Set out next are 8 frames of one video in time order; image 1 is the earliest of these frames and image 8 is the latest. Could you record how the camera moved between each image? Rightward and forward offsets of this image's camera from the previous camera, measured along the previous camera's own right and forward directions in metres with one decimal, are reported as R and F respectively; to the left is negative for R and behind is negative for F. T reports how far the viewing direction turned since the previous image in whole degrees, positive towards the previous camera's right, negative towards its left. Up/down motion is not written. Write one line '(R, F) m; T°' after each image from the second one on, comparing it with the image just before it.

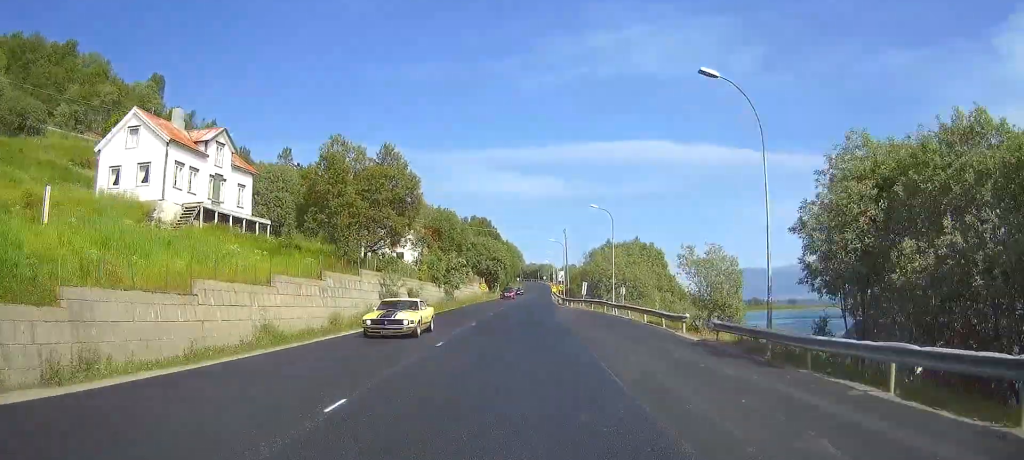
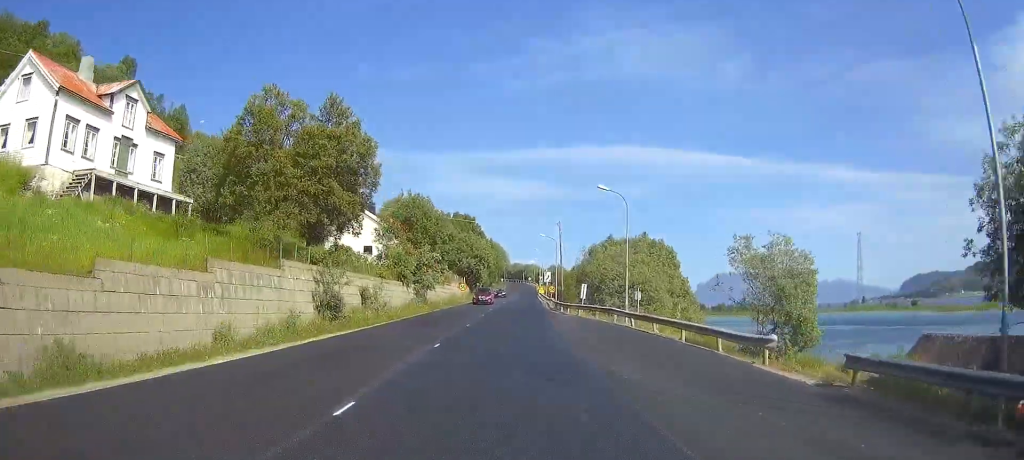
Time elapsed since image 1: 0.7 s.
(-0.8, +10.4) m; -5°
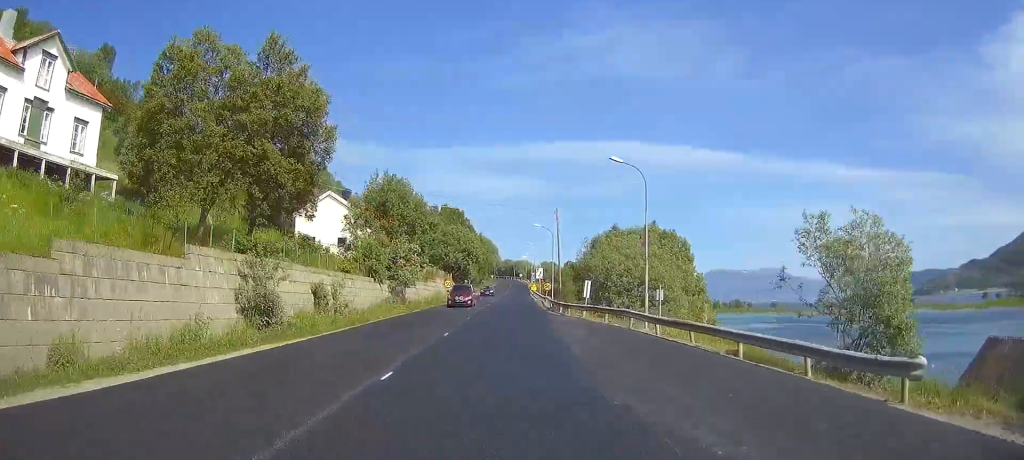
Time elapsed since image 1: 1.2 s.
(-0.4, +7.0) m; -4°
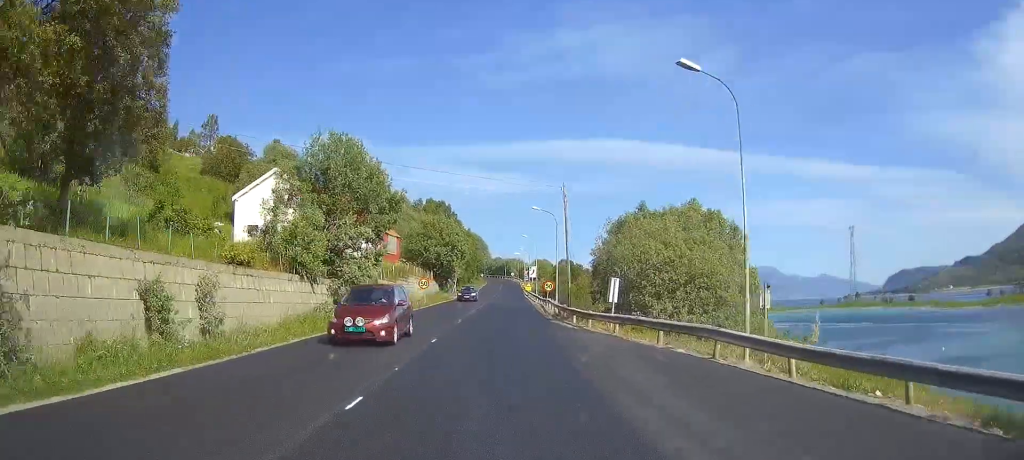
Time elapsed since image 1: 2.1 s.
(-0.3, +12.8) m; +1°
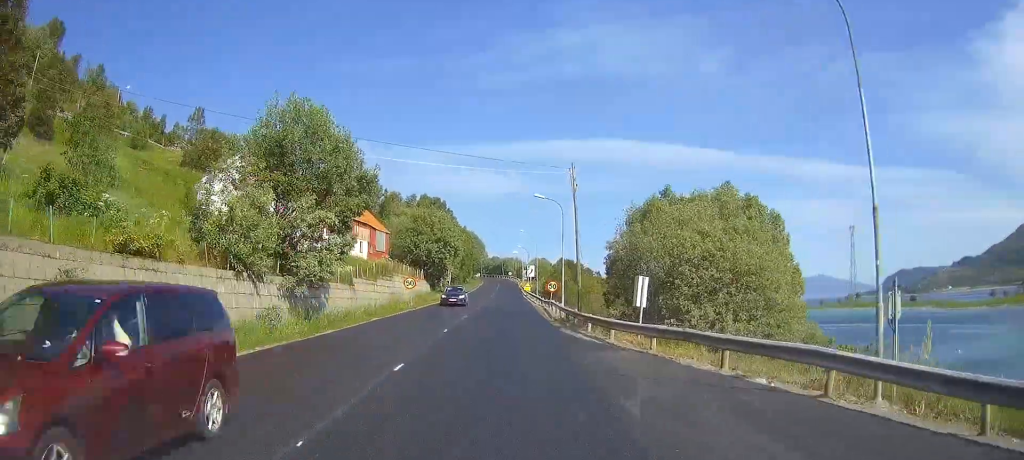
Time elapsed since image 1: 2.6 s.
(+0.2, +6.5) m; +2°
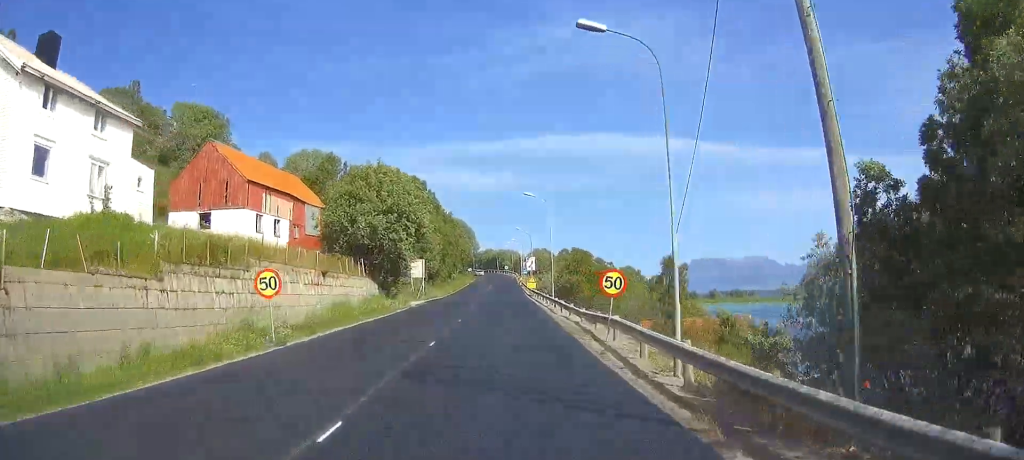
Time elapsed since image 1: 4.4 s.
(+2.3, +27.6) m; +8°
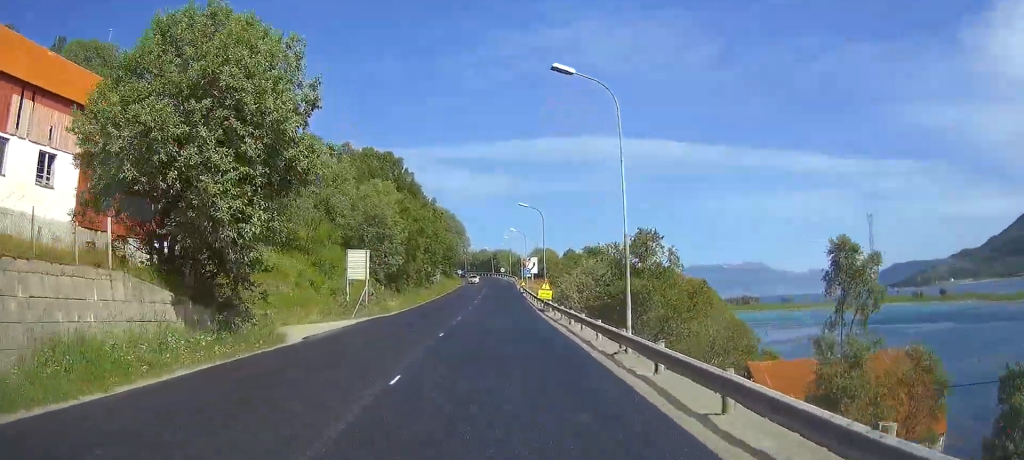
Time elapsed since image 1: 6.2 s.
(+0.6, +27.6) m; 0°
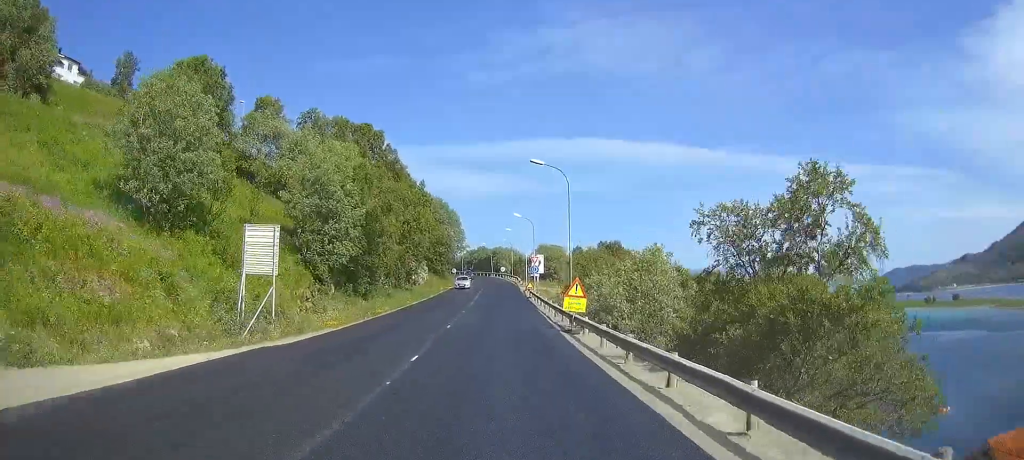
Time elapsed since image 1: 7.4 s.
(-0.7, +16.8) m; -4°
